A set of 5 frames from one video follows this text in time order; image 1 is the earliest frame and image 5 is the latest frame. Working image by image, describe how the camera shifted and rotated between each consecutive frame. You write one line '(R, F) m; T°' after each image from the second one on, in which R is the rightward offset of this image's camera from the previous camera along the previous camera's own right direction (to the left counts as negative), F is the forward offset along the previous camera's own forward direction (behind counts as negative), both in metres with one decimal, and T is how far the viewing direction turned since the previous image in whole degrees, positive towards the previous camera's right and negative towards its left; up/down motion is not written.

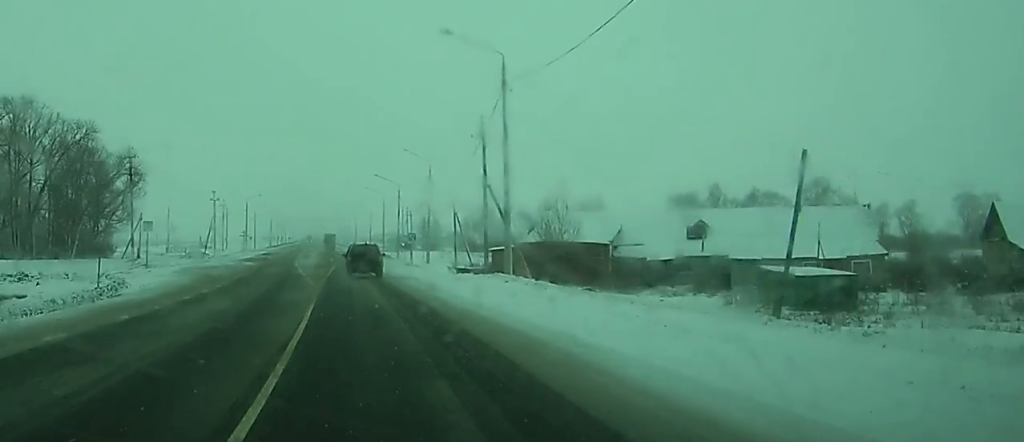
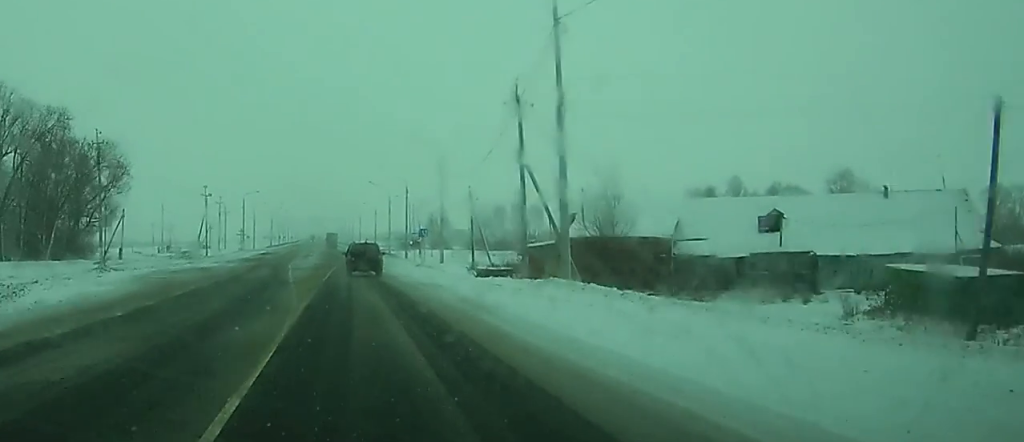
(-0.1, +11.2) m; 0°
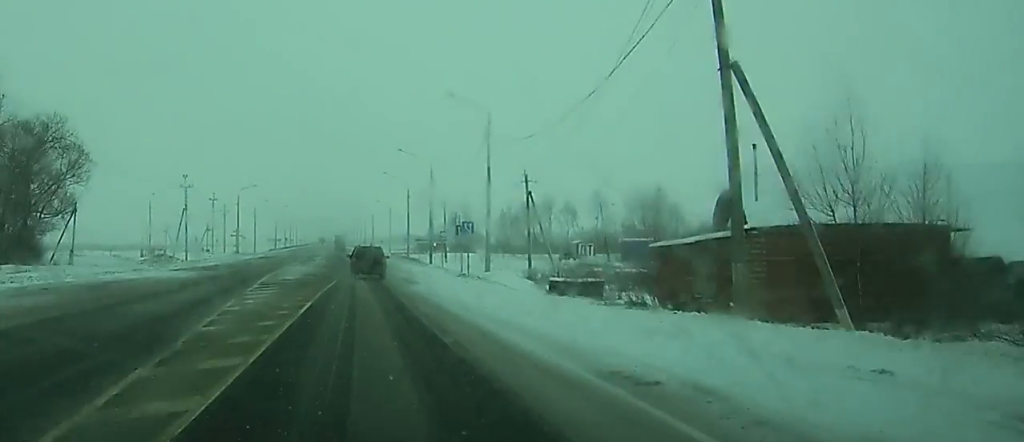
(-0.2, +23.1) m; -1°
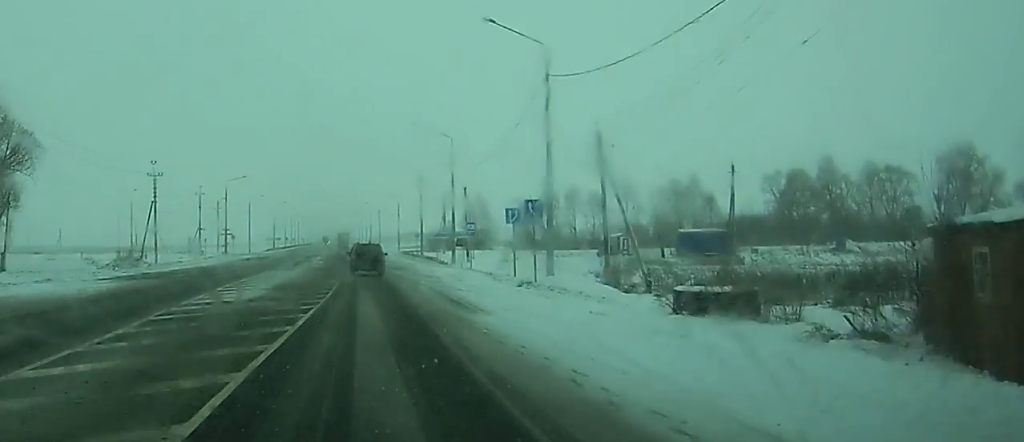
(-0.1, +18.2) m; 0°
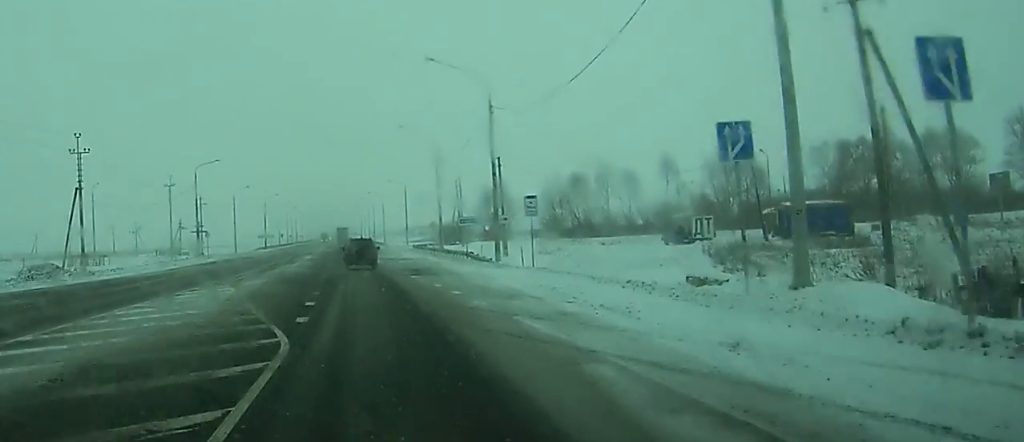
(-0.1, +24.0) m; 0°
